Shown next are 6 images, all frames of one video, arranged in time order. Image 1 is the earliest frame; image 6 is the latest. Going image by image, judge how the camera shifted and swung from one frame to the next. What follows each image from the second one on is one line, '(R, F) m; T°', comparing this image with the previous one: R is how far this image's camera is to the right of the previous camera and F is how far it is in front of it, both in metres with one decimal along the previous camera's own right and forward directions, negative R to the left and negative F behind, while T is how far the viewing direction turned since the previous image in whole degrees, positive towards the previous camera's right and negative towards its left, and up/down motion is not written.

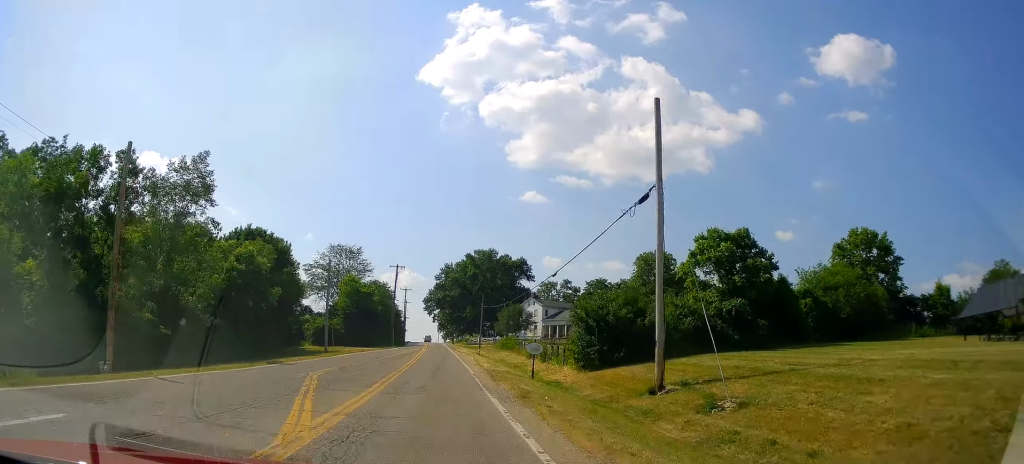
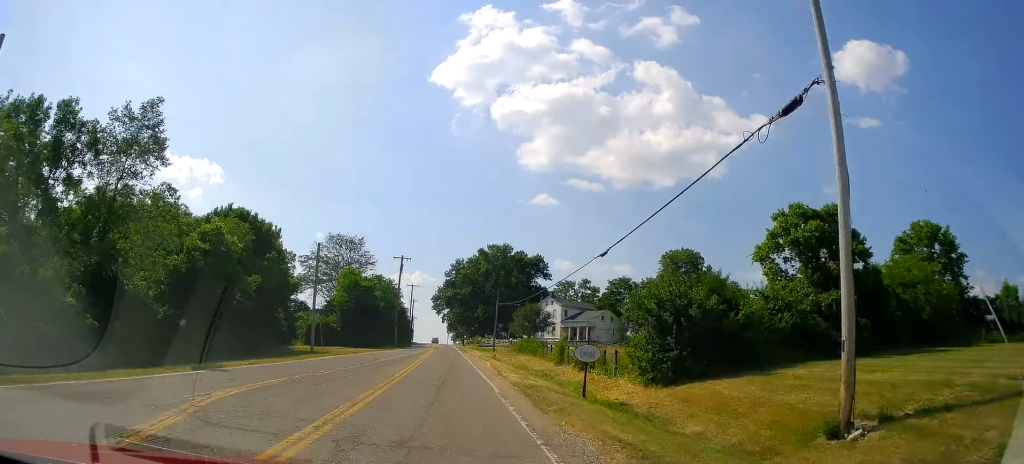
(0.0, +5.2) m; -1°
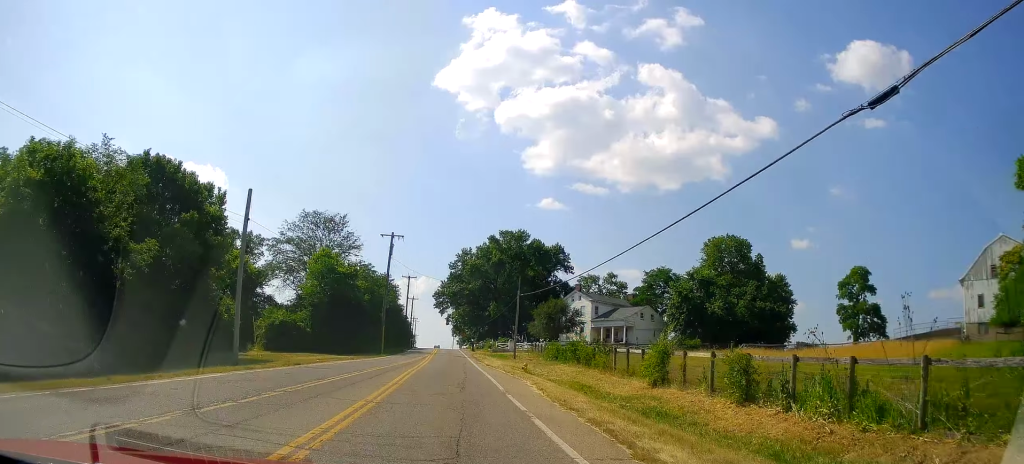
(-0.1, +10.5) m; +1°
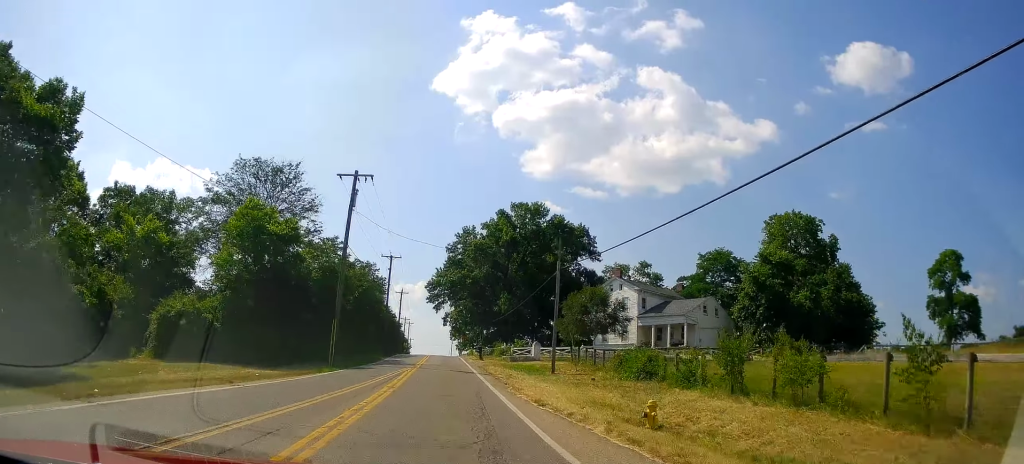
(+0.2, +12.9) m; -2°
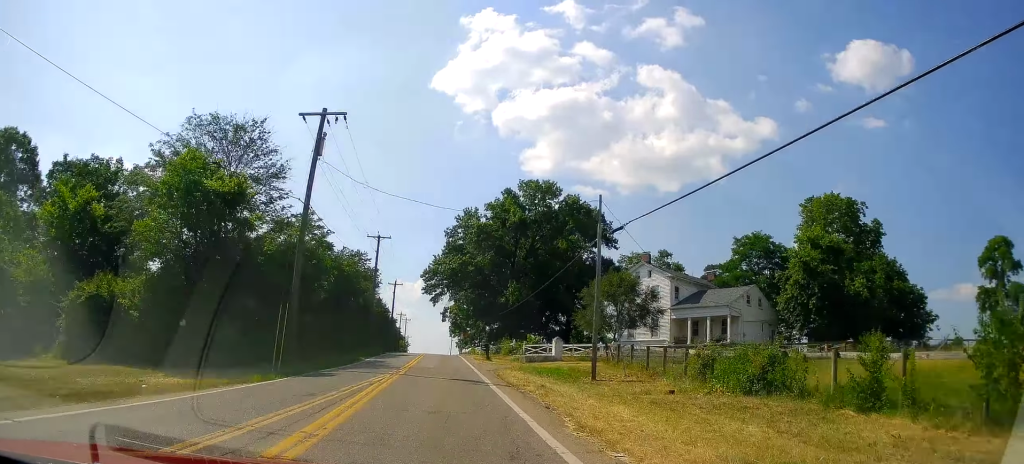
(-0.3, +5.9) m; -2°
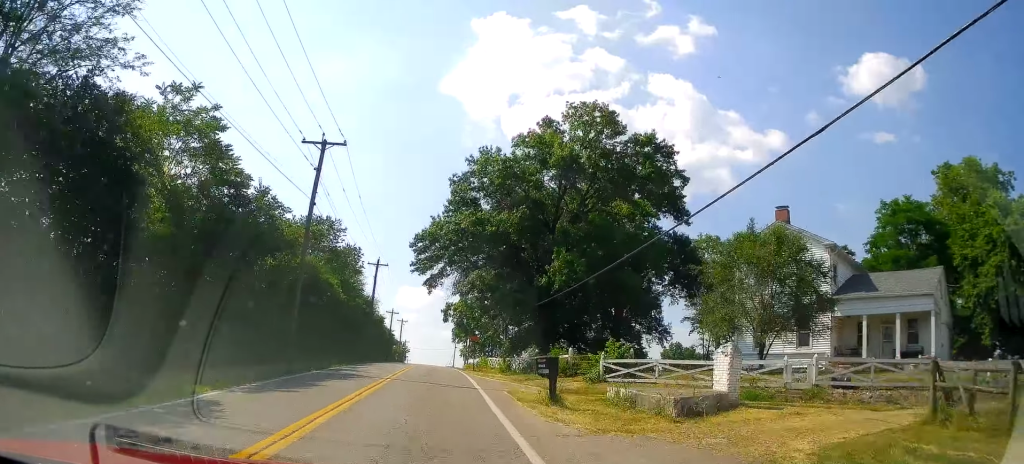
(-0.1, +14.5) m; -2°
